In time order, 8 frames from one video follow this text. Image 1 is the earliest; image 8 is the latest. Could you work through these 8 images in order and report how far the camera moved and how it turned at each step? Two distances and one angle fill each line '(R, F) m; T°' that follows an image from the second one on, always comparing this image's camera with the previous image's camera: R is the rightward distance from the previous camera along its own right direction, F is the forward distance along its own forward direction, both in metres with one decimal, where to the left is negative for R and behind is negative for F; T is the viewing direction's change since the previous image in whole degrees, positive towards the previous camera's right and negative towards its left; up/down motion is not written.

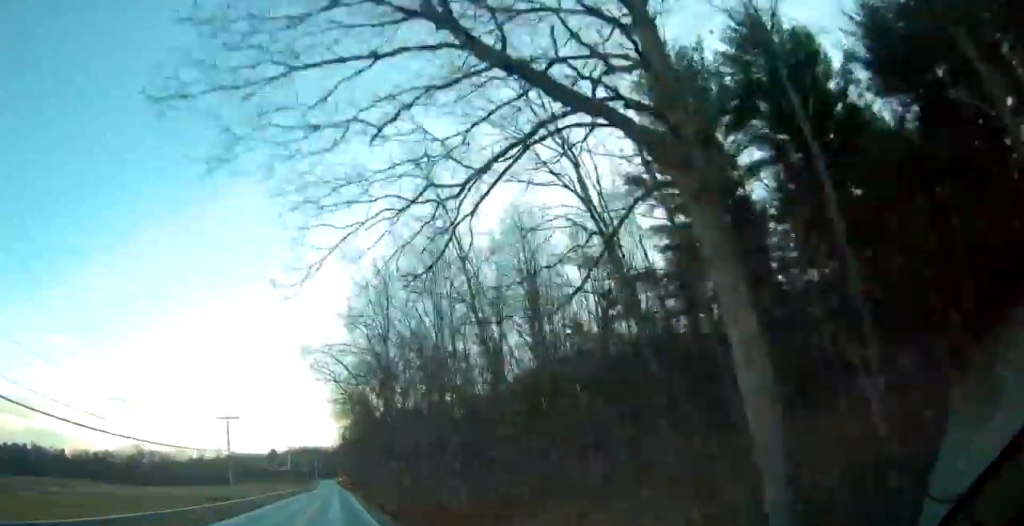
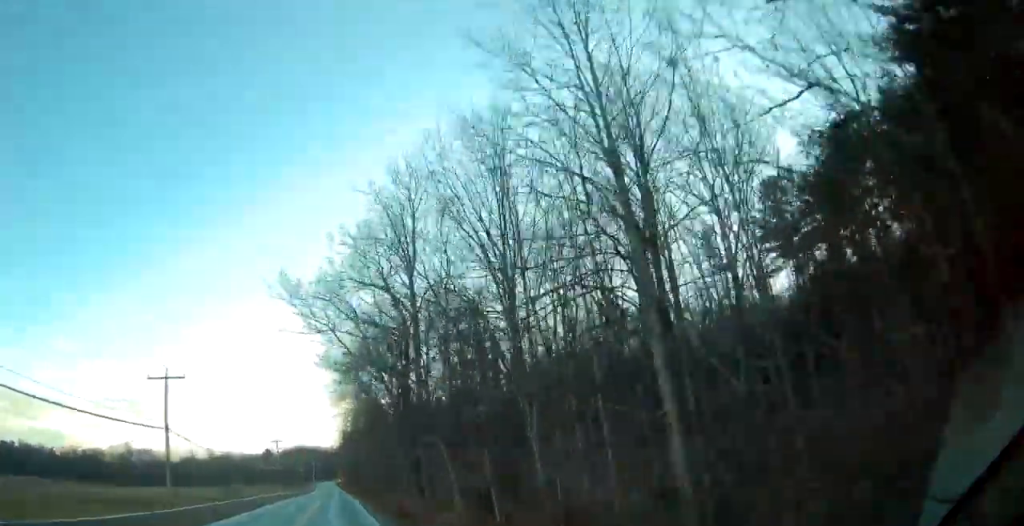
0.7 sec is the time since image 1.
(0.0, +19.5) m; 0°
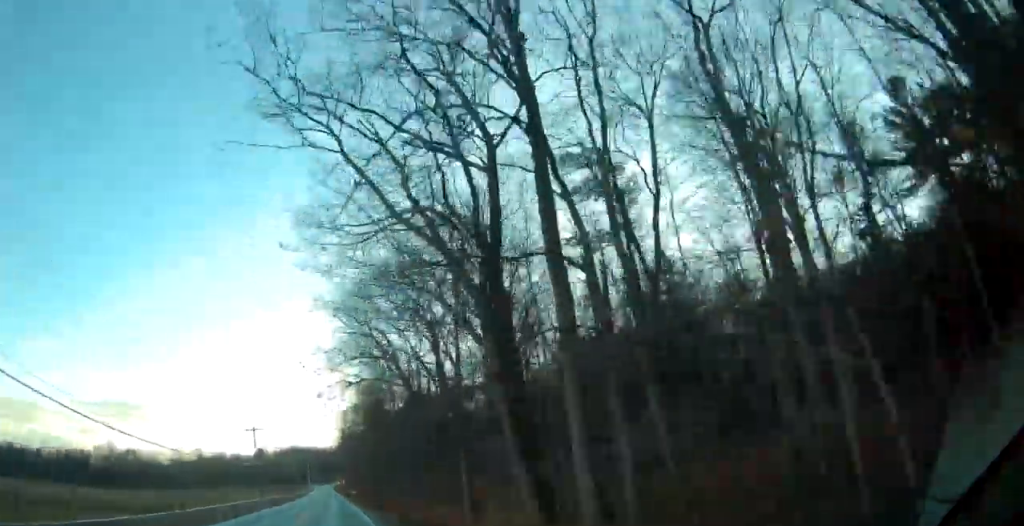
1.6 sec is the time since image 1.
(0.0, +26.3) m; 0°
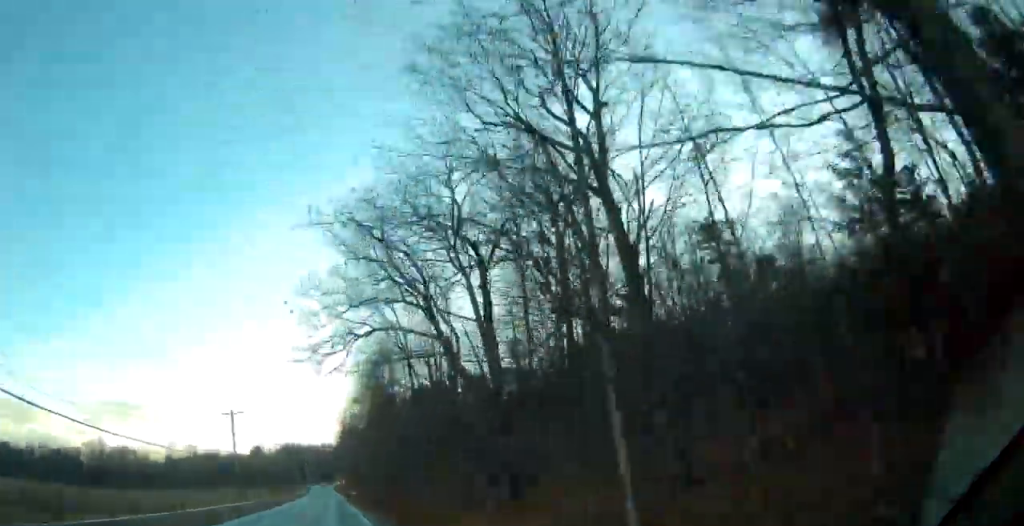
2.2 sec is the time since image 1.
(0.0, +16.5) m; 0°
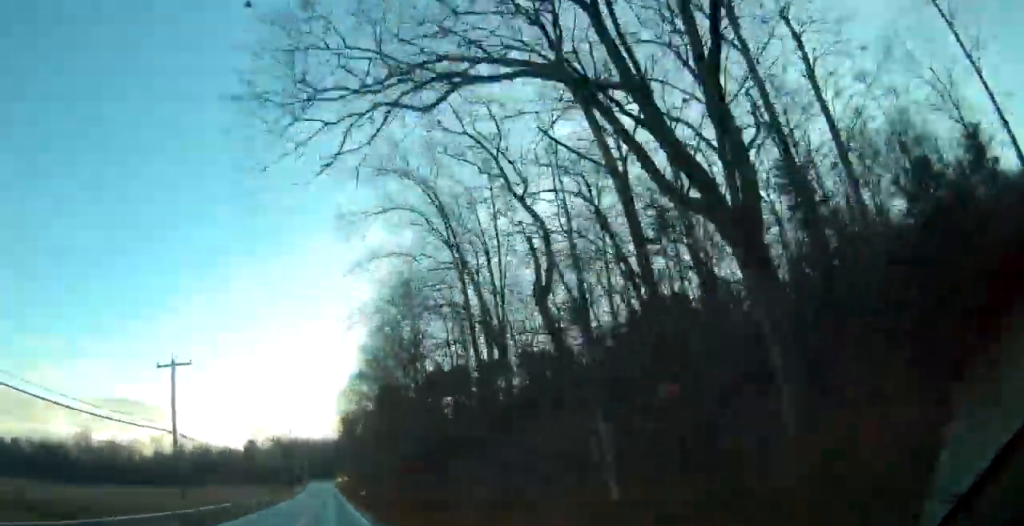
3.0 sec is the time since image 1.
(0.0, +23.4) m; 0°
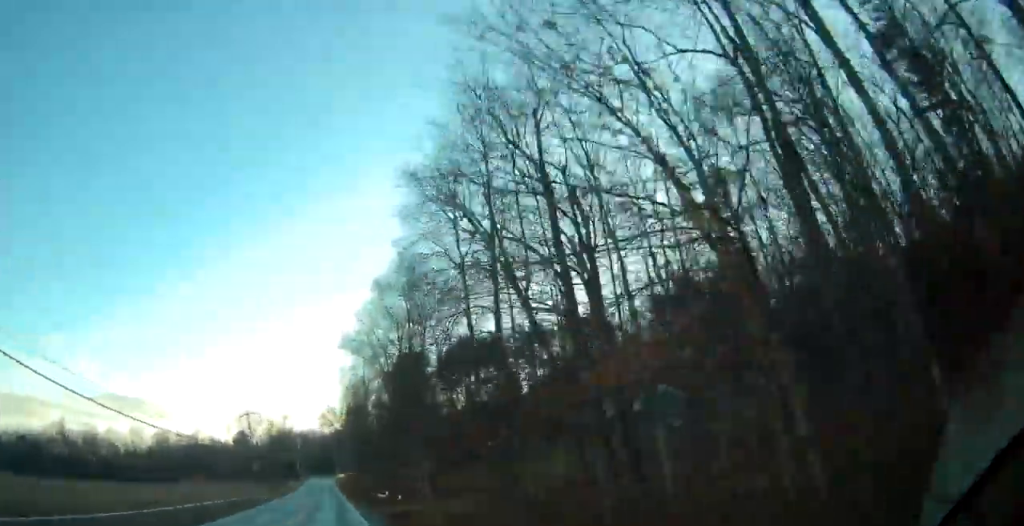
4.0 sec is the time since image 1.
(0.0, +29.0) m; 0°
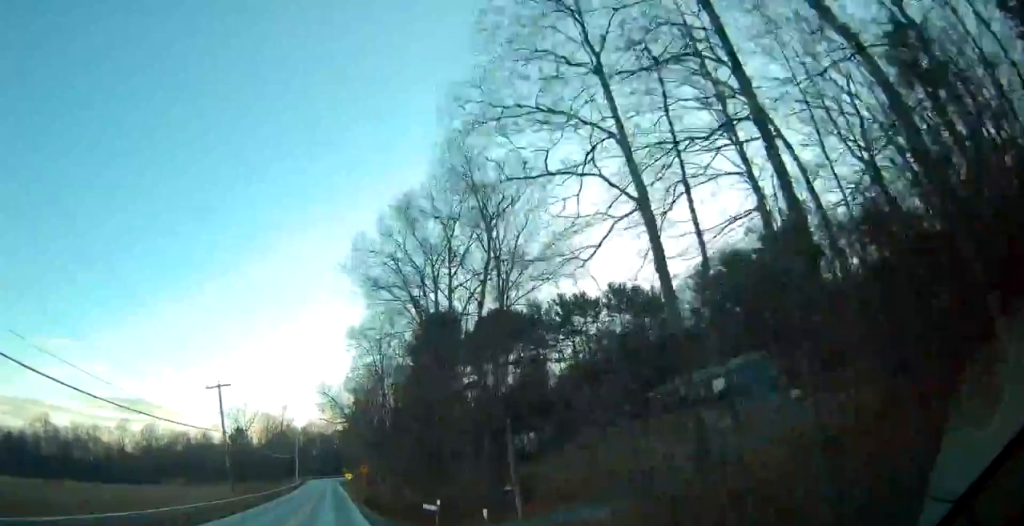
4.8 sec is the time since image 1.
(0.0, +17.9) m; 0°
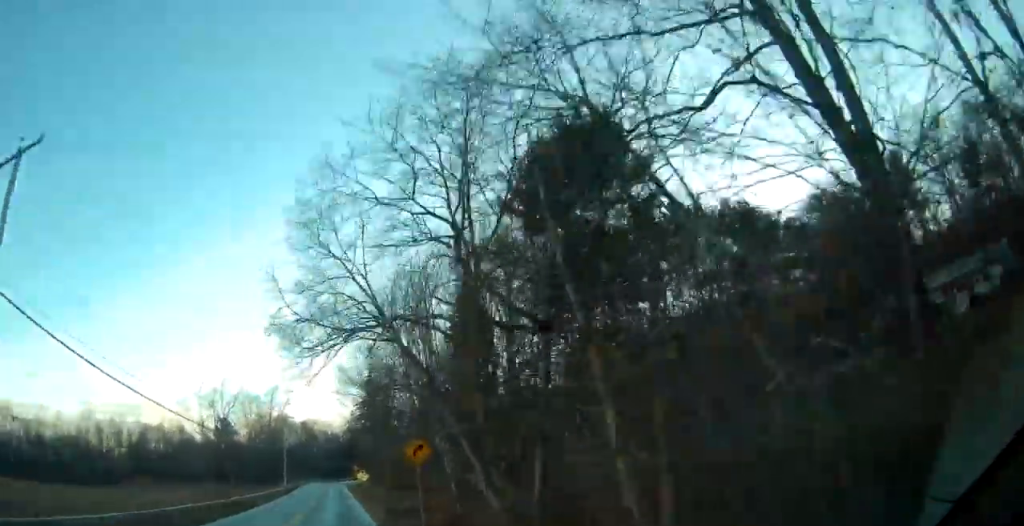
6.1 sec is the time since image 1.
(0.0, +32.2) m; 0°
